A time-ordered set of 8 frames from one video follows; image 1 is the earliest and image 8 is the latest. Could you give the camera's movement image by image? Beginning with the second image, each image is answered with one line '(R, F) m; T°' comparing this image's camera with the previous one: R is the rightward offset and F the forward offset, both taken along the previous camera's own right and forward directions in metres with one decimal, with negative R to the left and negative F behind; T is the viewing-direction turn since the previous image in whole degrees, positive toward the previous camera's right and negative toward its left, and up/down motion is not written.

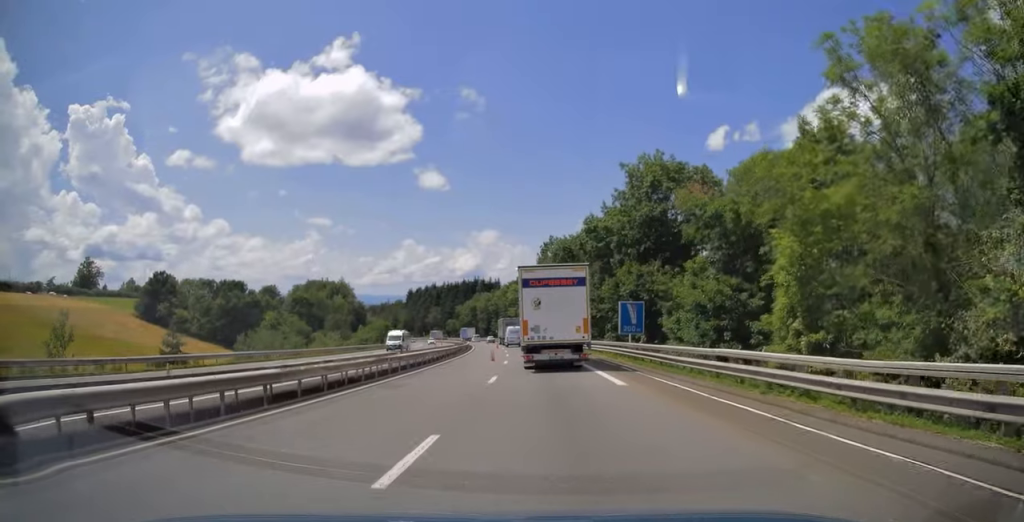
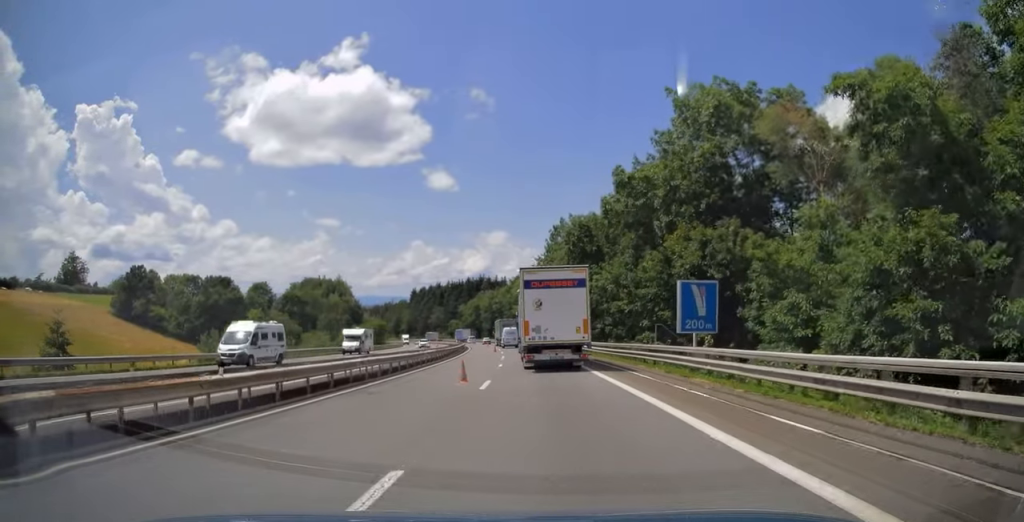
(0.0, +15.2) m; 0°
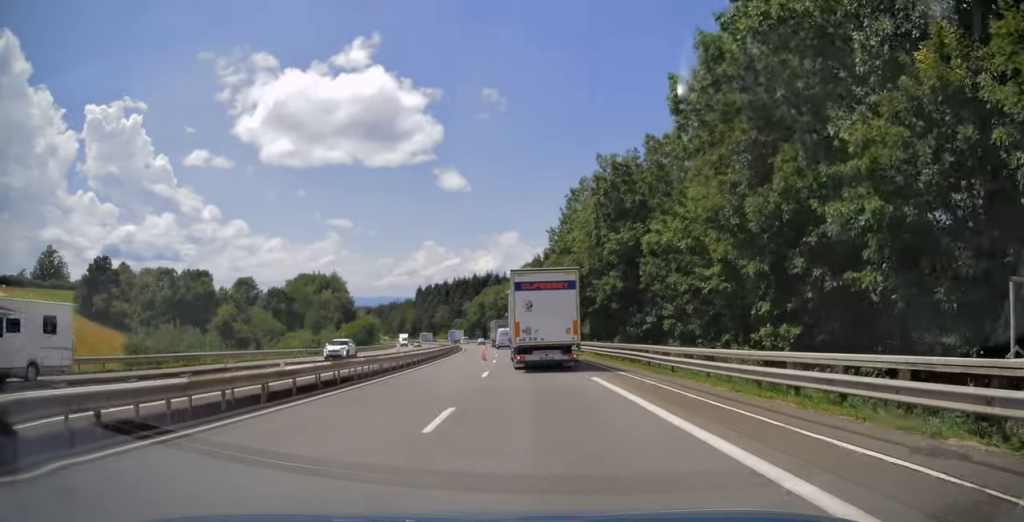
(-0.1, +20.4) m; -1°
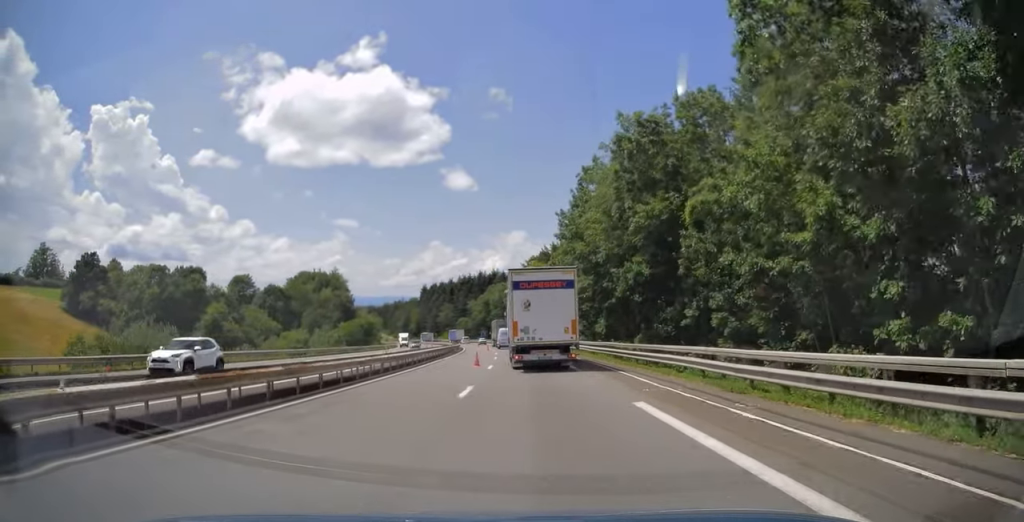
(0.0, +7.6) m; -1°
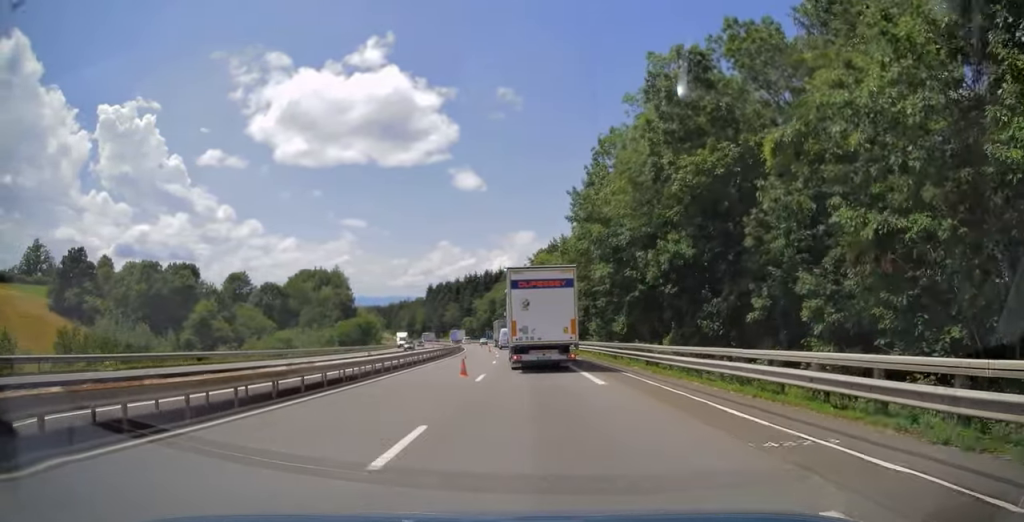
(+0.1, +7.6) m; -1°
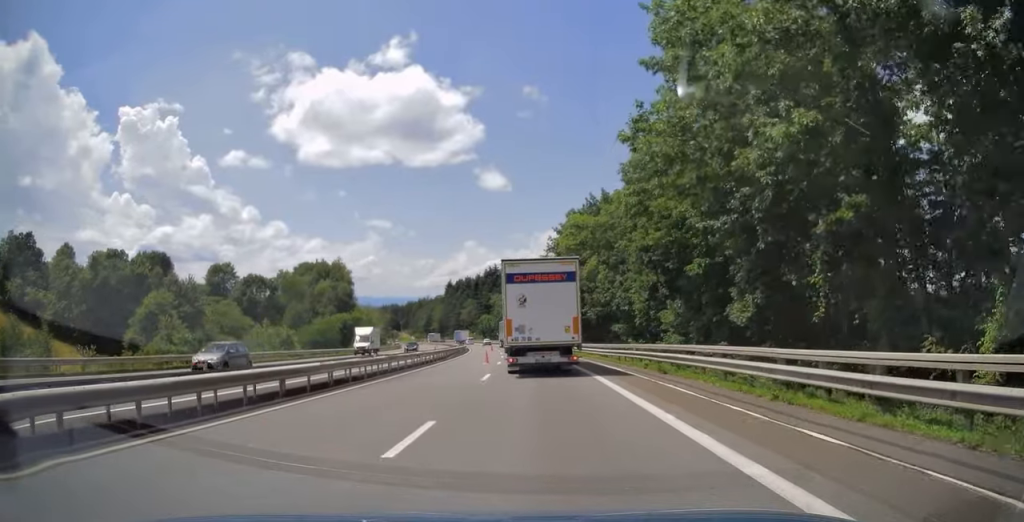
(-0.8, +25.5) m; -2°
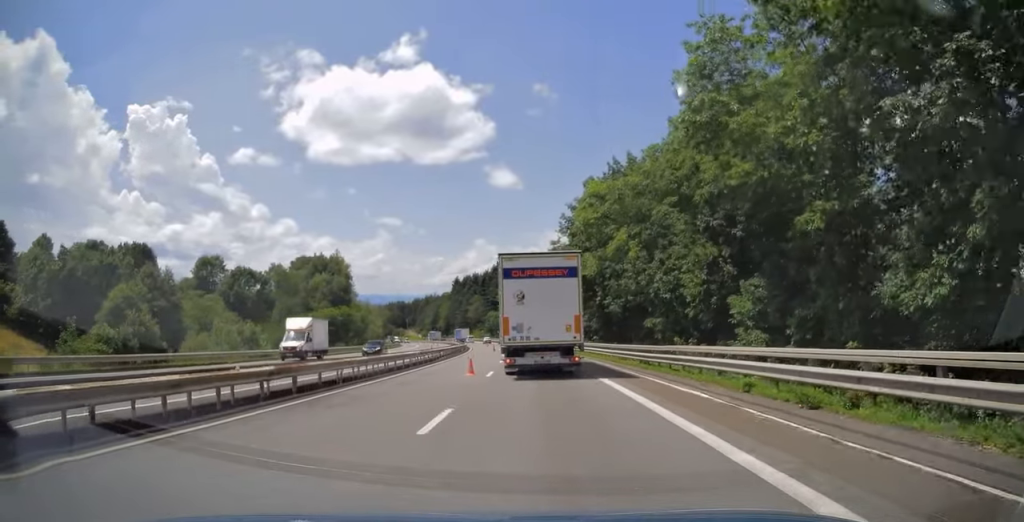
(0.0, +11.4) m; -1°
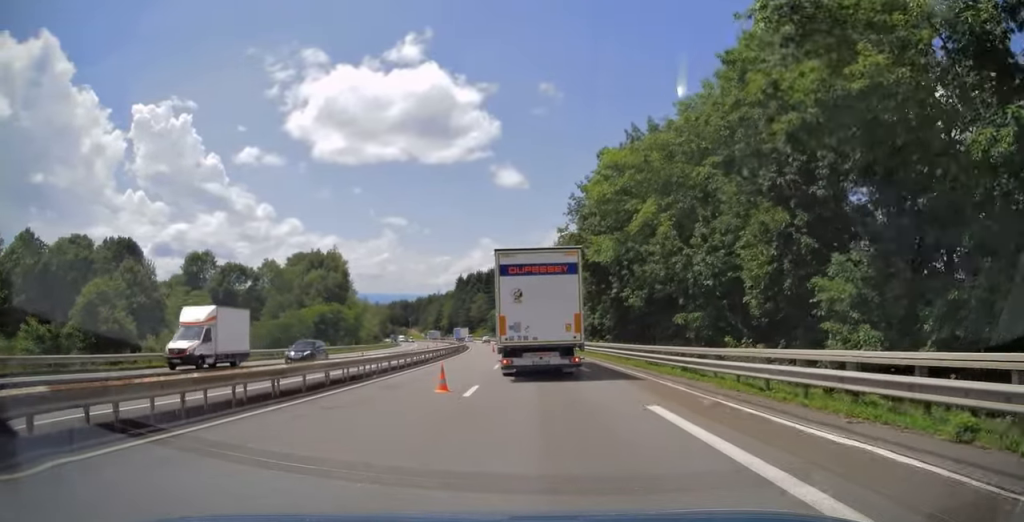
(0.0, +7.5) m; -1°
